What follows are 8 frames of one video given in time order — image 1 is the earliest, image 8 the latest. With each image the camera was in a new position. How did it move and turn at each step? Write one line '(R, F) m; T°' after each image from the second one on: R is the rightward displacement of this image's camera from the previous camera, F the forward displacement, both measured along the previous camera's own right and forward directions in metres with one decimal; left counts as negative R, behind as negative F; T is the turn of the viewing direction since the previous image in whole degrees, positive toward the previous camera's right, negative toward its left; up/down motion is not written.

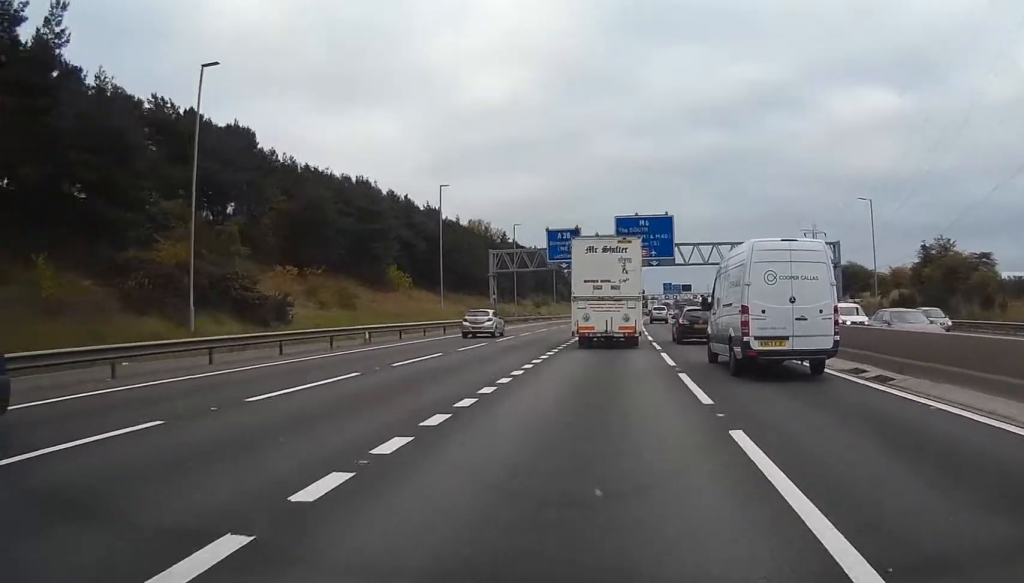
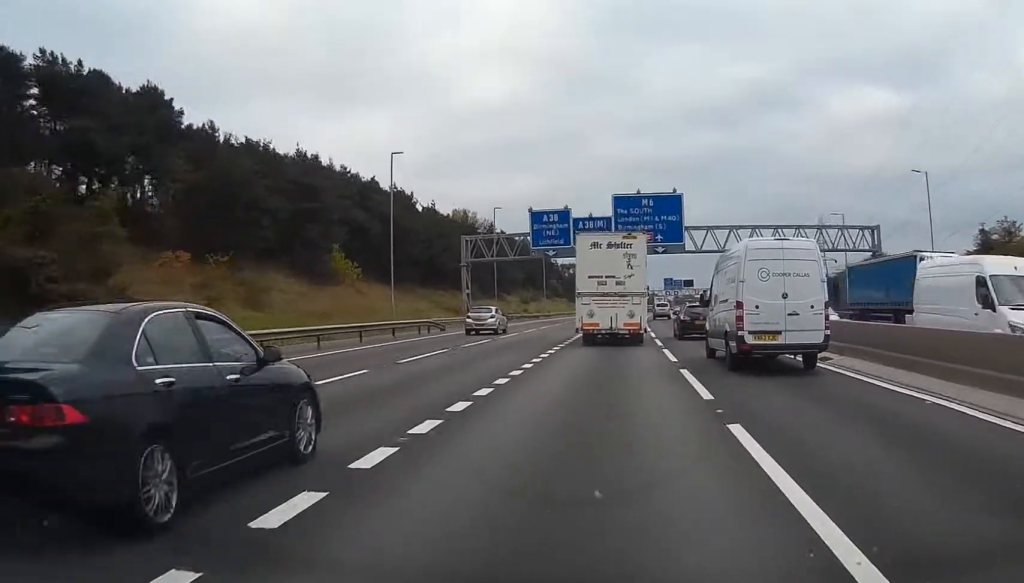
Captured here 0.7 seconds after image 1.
(0.0, +16.8) m; 0°
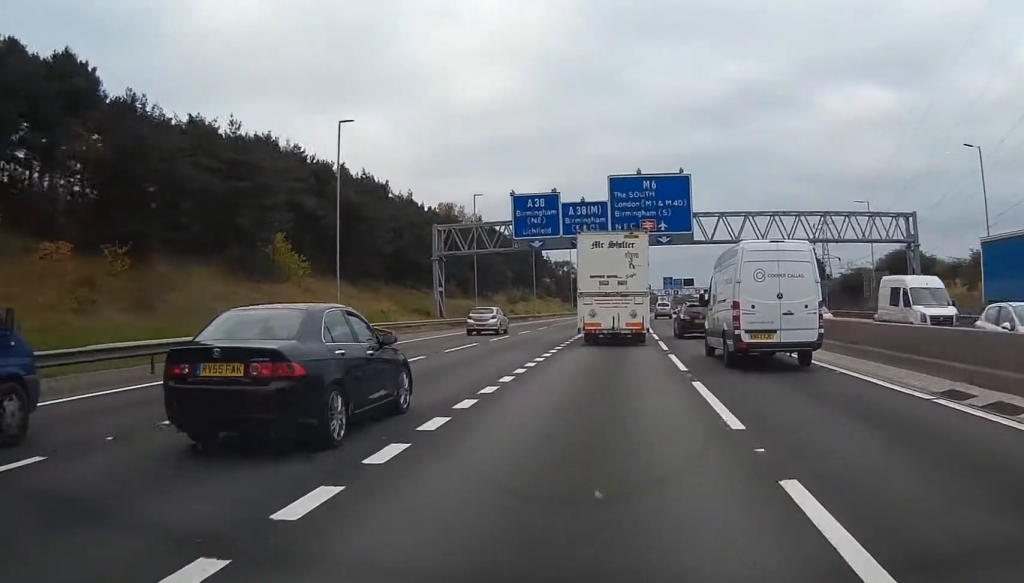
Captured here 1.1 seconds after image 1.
(+0.1, +11.6) m; 0°
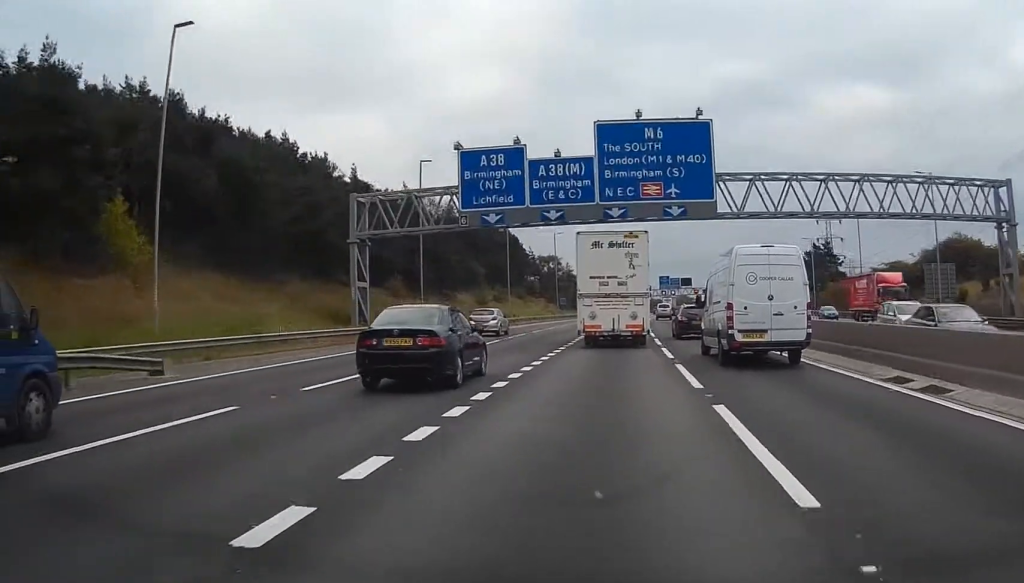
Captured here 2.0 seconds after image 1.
(+0.1, +20.7) m; 0°
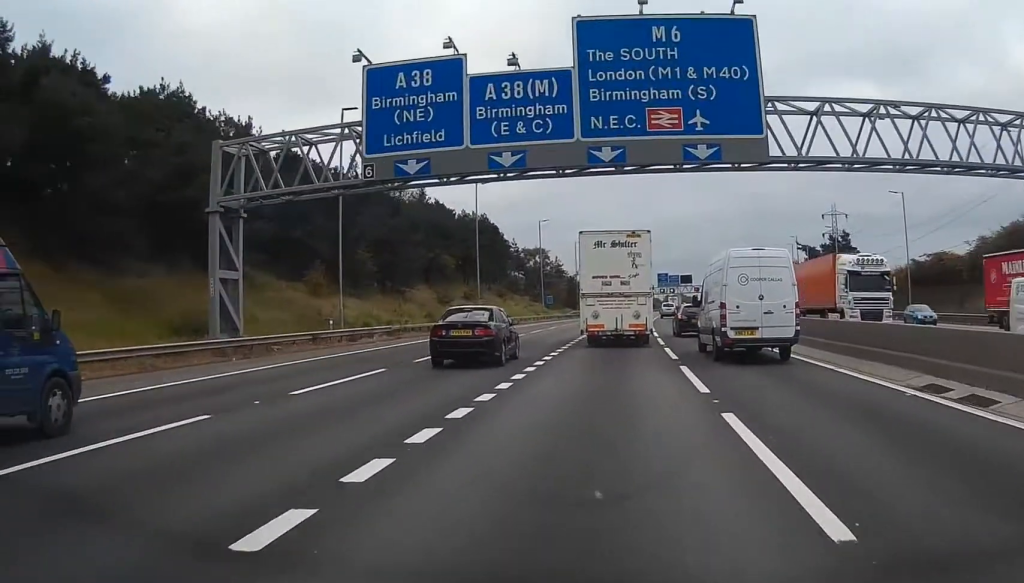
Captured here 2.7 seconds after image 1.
(0.0, +18.2) m; 0°
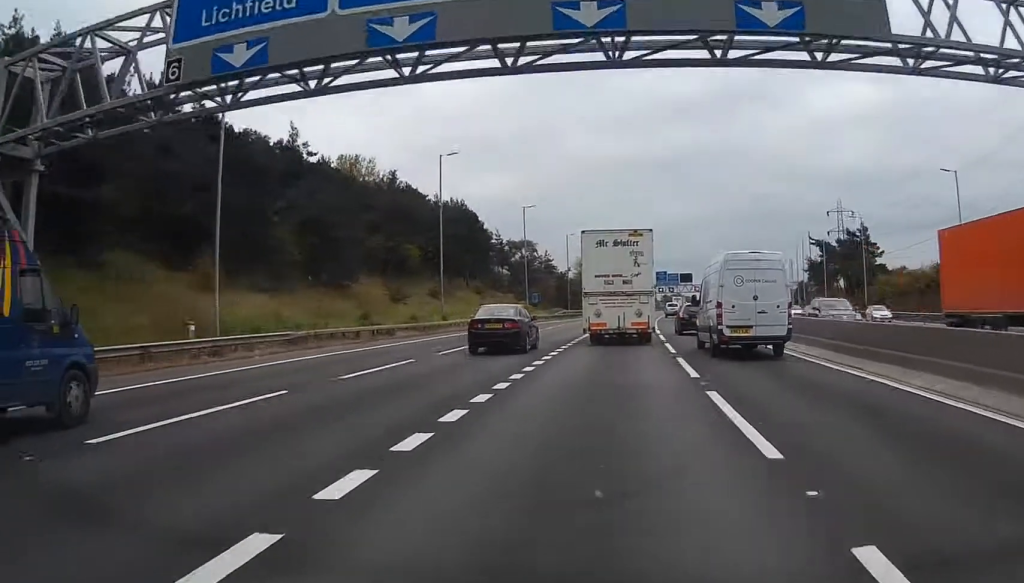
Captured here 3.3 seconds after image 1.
(0.0, +14.8) m; 0°
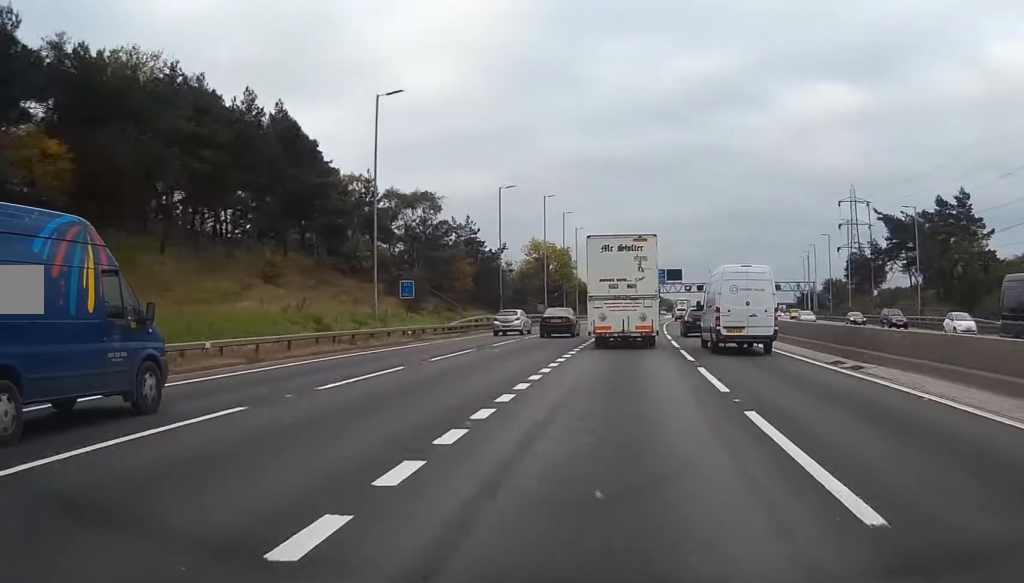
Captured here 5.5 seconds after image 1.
(+0.4, +53.5) m; +3°
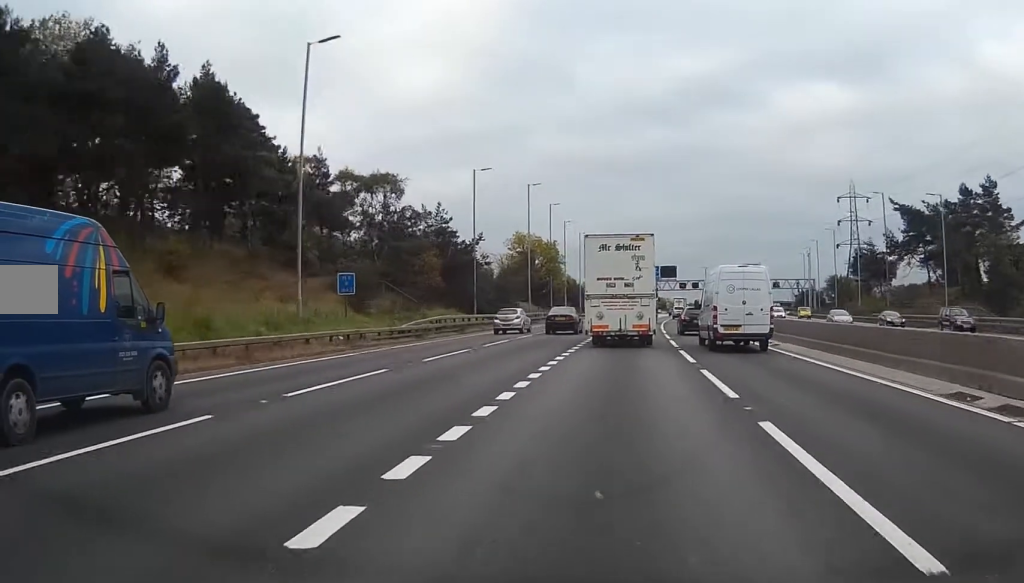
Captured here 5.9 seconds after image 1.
(+0.4, +9.6) m; +1°
